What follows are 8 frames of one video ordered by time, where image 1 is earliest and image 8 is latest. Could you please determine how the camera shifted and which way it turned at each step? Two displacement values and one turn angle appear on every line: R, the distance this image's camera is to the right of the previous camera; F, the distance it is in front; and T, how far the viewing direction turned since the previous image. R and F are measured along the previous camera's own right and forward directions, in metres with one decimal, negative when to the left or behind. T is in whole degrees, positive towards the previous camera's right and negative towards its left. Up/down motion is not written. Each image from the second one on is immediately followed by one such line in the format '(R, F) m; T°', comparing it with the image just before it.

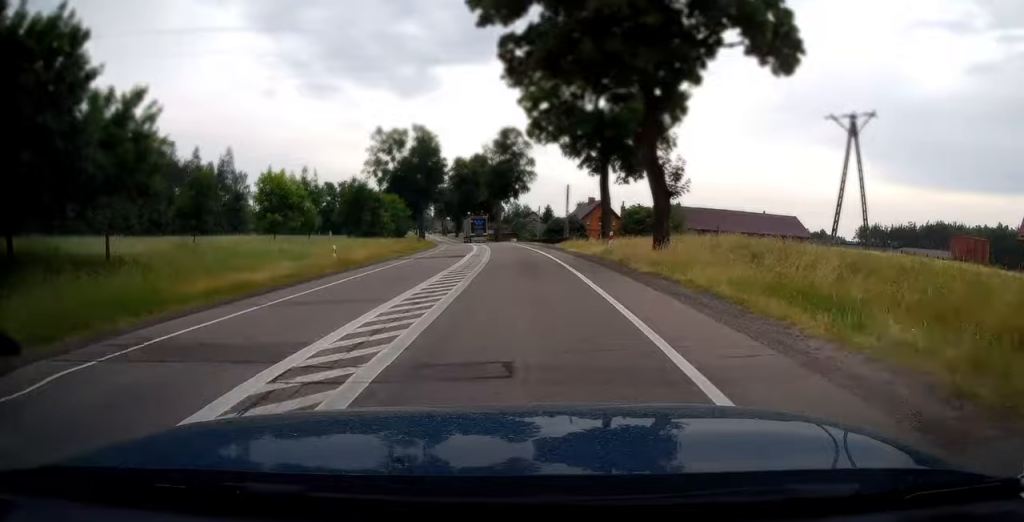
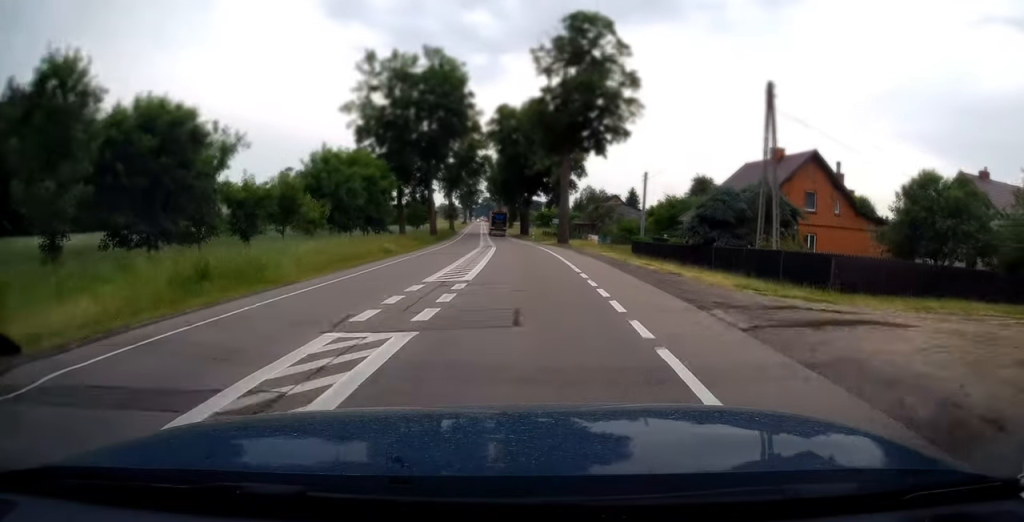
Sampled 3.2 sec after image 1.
(-2.0, +52.7) m; -5°
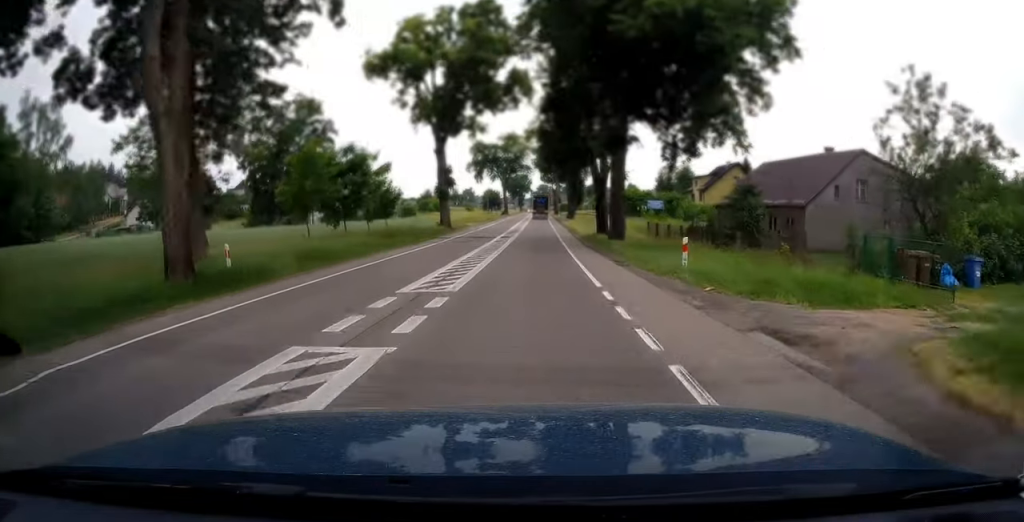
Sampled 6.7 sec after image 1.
(-3.4, +58.8) m; -6°
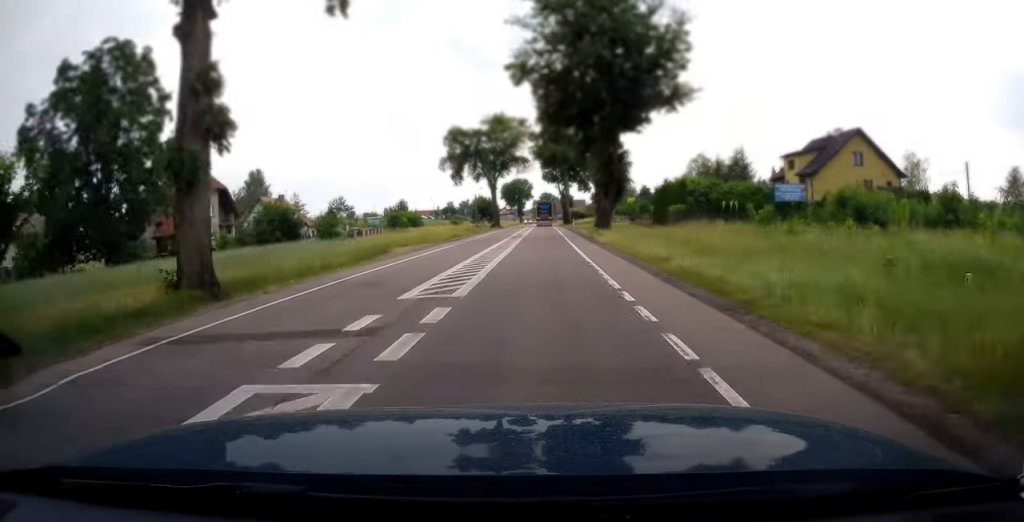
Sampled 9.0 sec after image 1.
(-0.6, +39.4) m; -1°
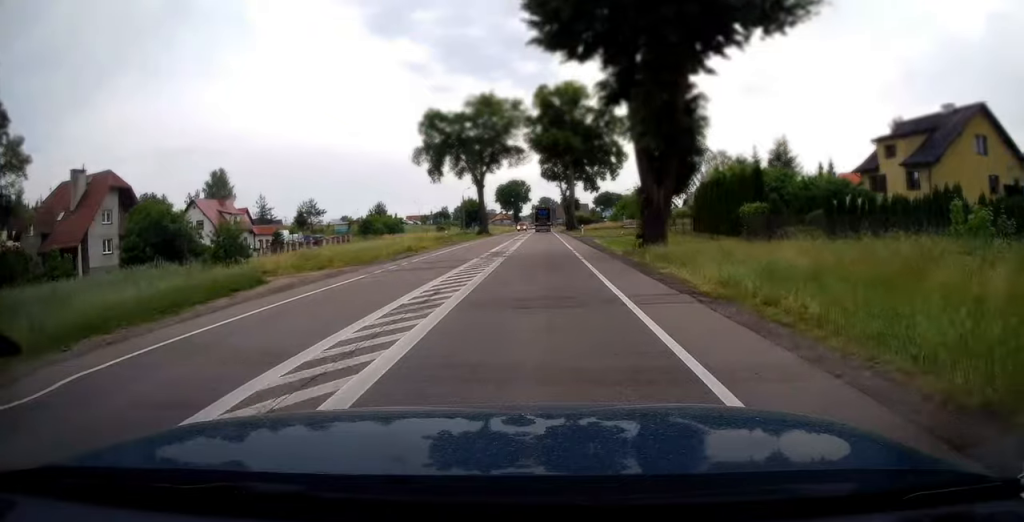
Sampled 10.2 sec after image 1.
(0.0, +20.2) m; 0°
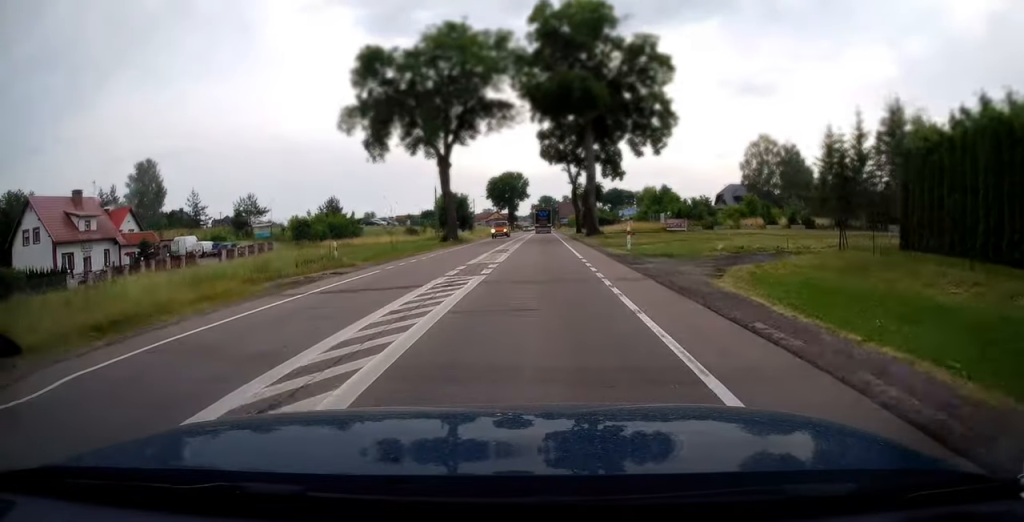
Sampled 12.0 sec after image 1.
(-0.1, +30.7) m; +1°
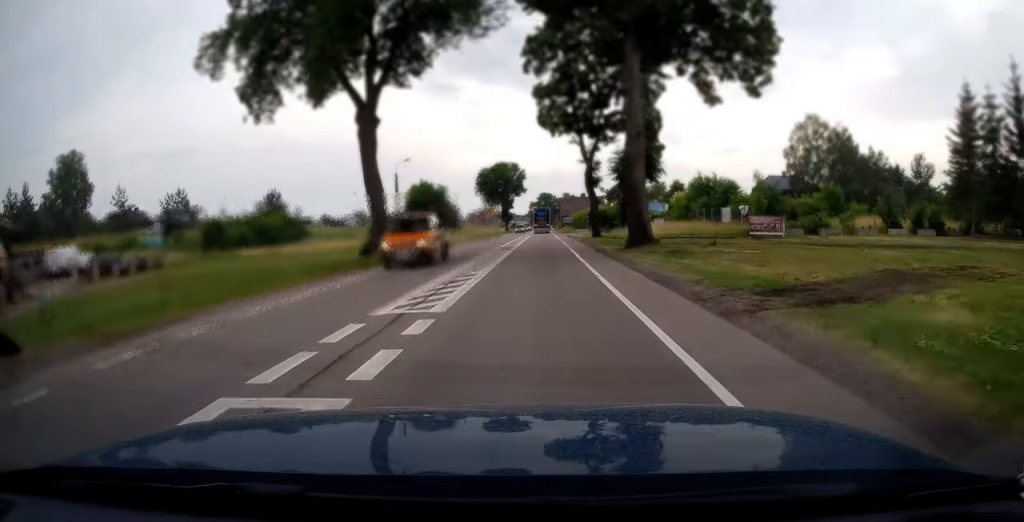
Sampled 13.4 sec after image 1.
(+0.3, +23.4) m; 0°
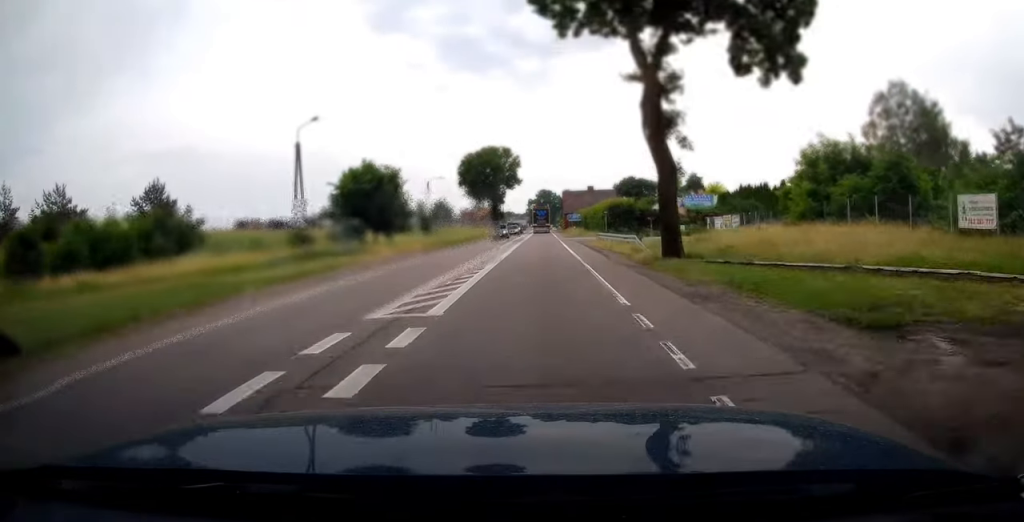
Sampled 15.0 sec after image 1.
(-0.1, +26.8) m; 0°
